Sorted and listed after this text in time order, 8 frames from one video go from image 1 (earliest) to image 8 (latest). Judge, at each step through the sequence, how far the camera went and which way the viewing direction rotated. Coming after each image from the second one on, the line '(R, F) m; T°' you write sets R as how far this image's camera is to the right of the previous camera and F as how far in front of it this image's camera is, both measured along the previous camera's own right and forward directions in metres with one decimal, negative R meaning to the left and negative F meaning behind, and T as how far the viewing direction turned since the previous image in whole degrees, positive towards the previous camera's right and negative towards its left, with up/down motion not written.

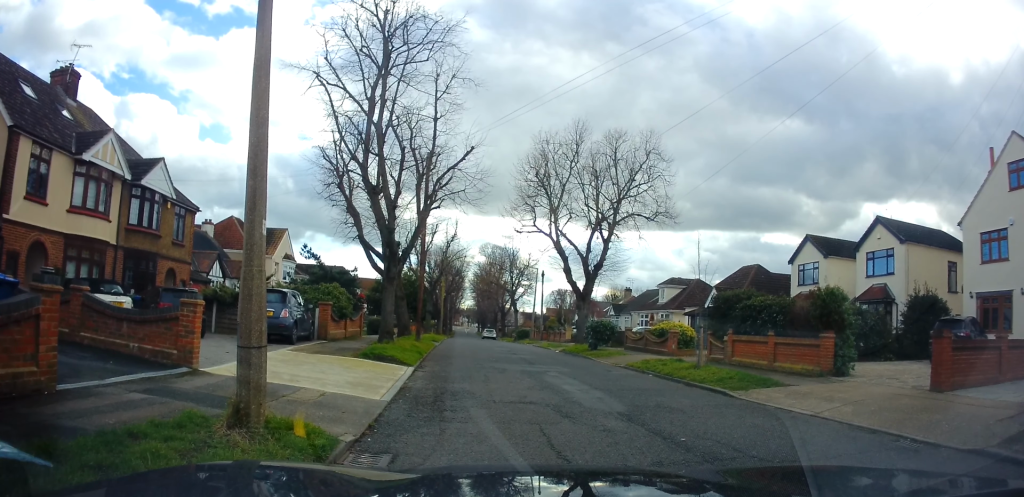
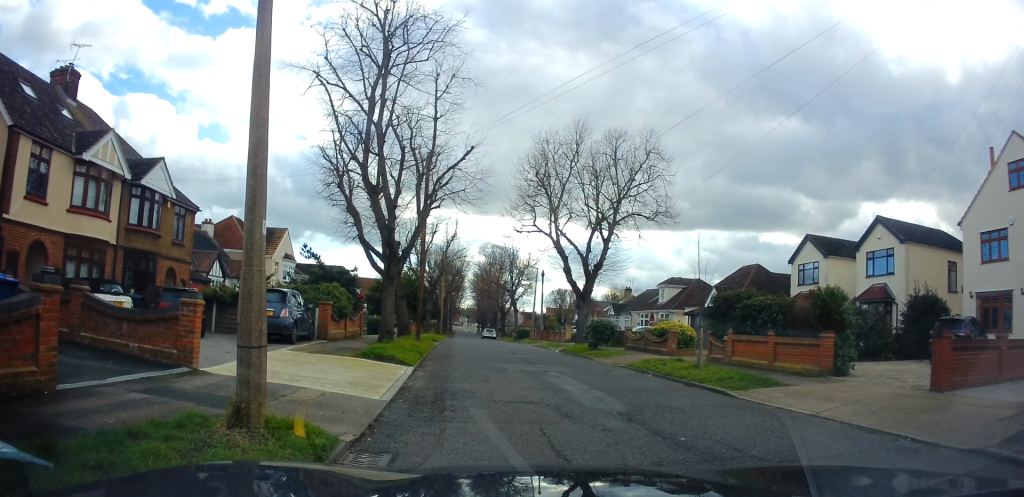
(0.0, 0.0) m; 0°
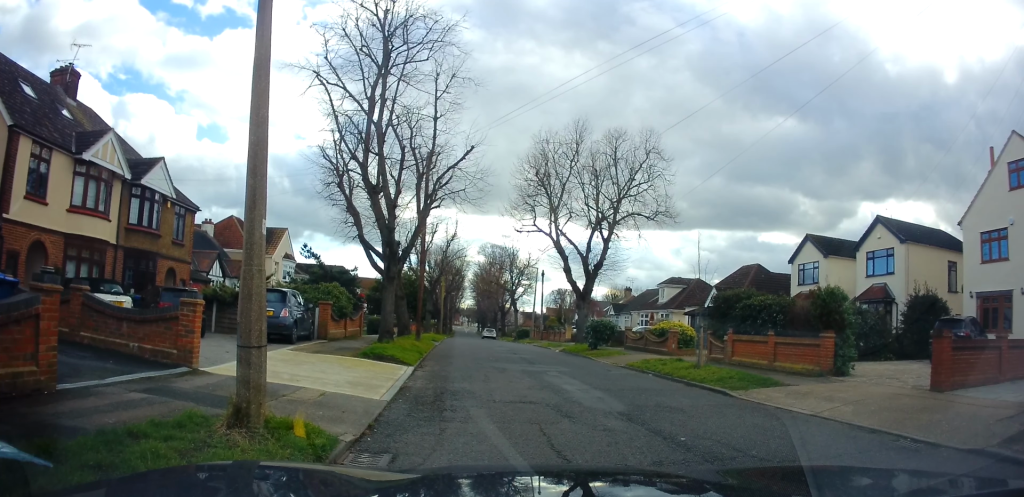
(0.0, 0.0) m; 0°
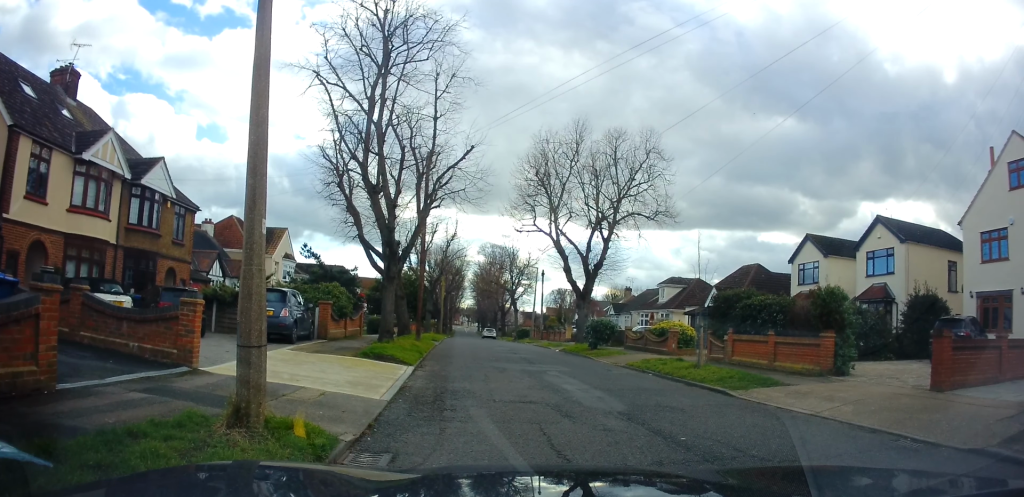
(0.0, 0.0) m; 0°
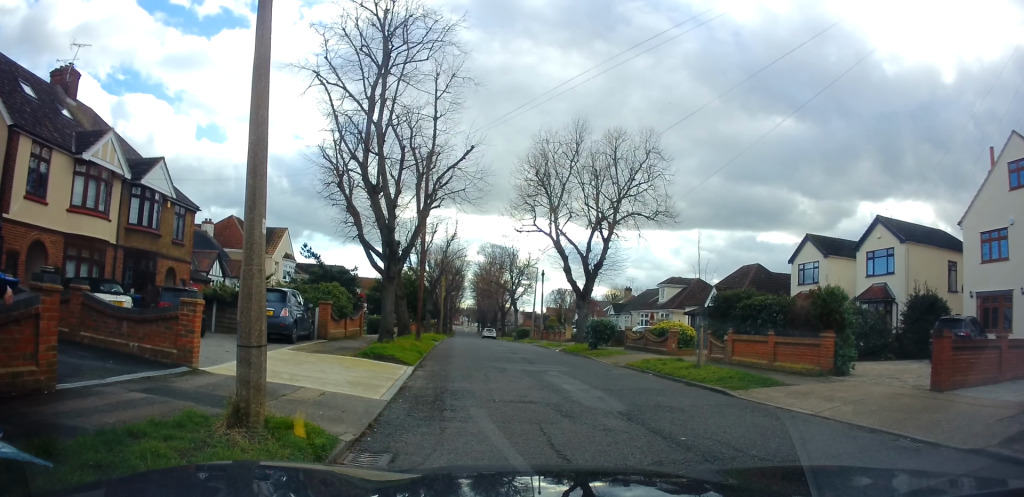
(0.0, 0.0) m; 0°
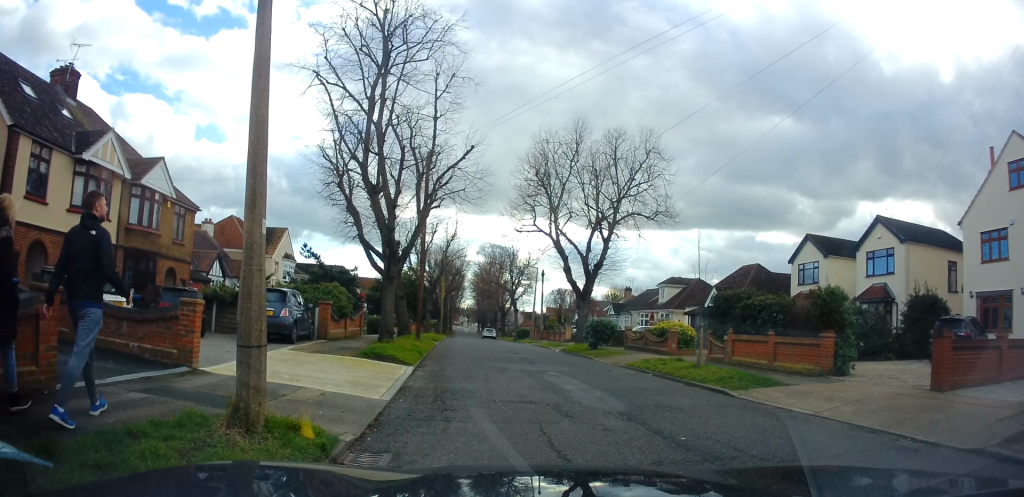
(0.0, 0.0) m; 0°
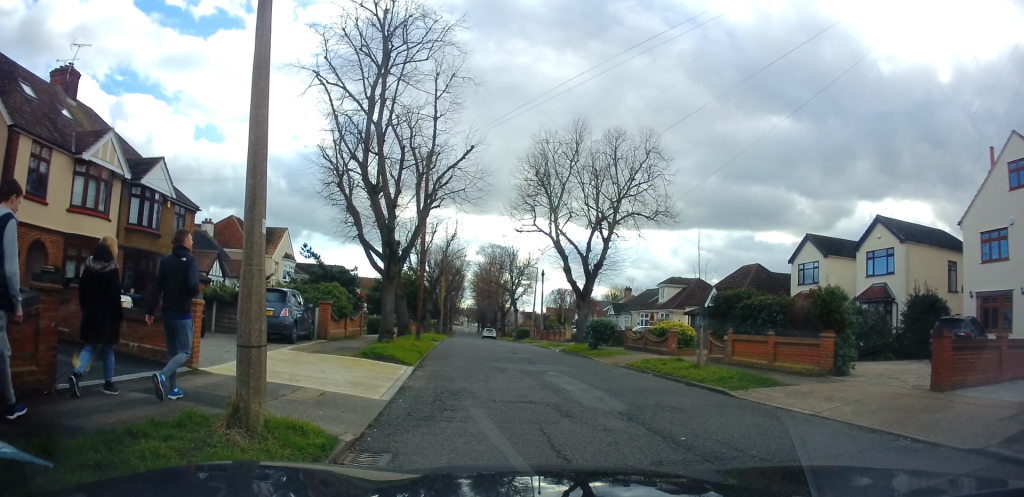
(0.0, 0.0) m; 0°
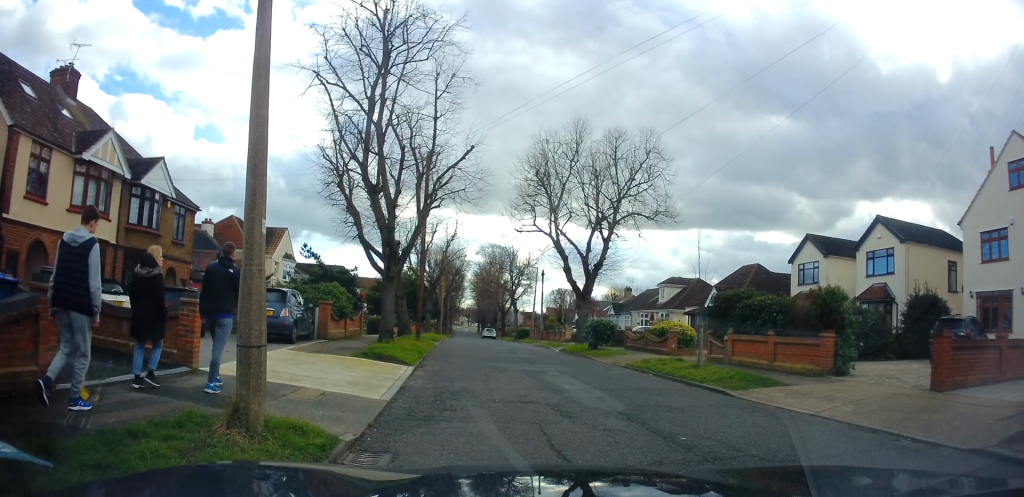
(0.0, 0.0) m; 0°
